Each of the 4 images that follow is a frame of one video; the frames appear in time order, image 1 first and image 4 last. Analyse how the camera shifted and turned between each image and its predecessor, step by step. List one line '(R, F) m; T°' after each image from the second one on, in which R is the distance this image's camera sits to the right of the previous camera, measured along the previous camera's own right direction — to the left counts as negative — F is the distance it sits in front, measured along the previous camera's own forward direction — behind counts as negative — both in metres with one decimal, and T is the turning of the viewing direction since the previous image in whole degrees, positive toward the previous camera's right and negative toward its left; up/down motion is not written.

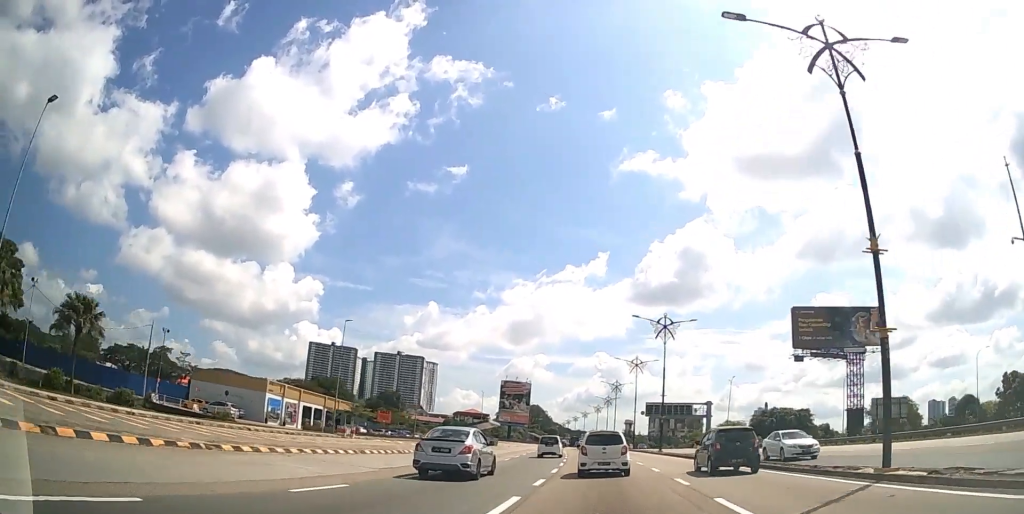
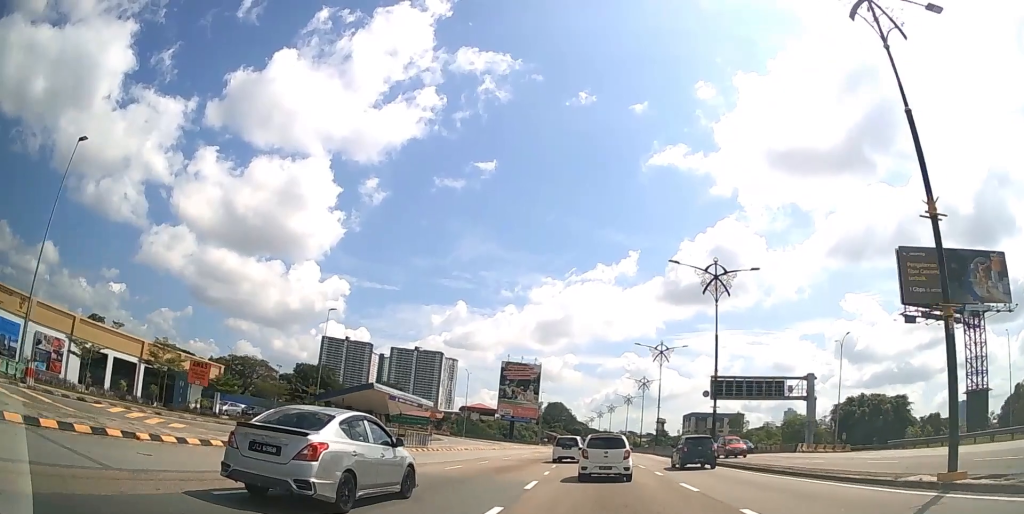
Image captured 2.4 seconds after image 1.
(-1.1, +40.5) m; -2°
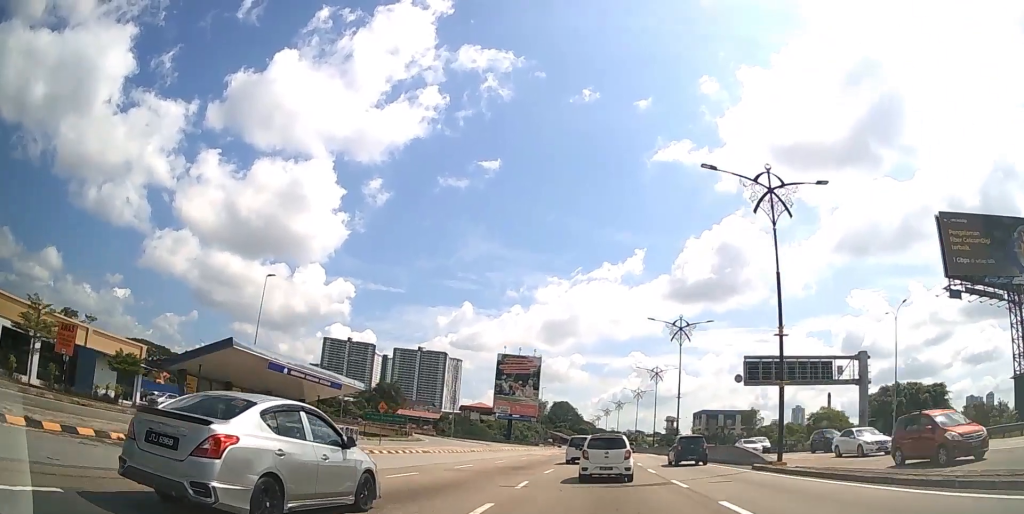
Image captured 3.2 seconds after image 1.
(-0.1, +12.7) m; 0°
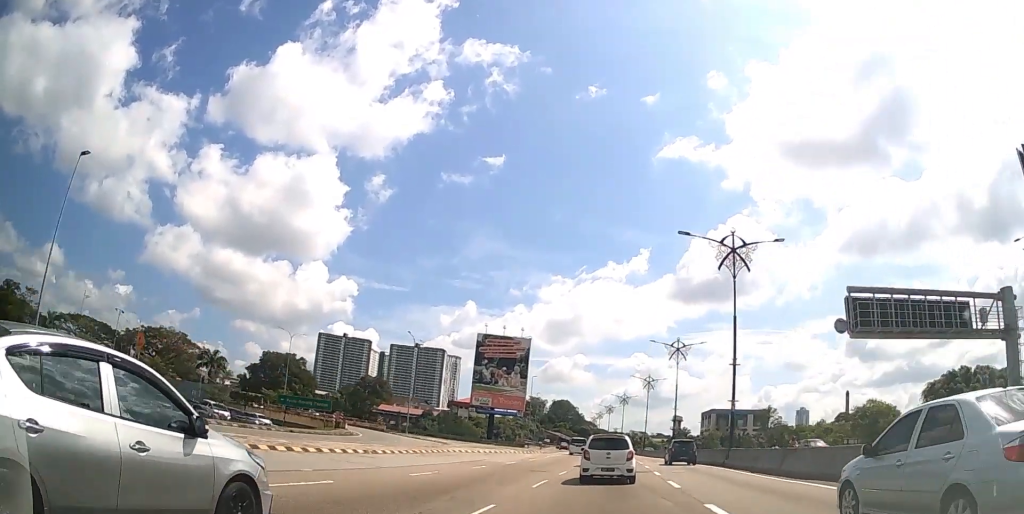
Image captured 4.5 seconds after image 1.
(0.0, +20.7) m; 0°
